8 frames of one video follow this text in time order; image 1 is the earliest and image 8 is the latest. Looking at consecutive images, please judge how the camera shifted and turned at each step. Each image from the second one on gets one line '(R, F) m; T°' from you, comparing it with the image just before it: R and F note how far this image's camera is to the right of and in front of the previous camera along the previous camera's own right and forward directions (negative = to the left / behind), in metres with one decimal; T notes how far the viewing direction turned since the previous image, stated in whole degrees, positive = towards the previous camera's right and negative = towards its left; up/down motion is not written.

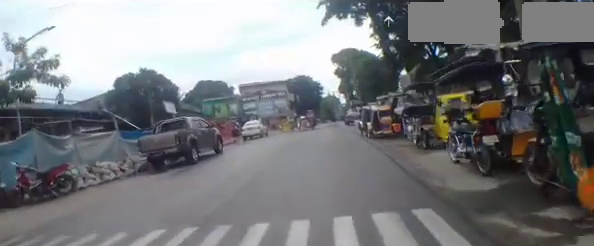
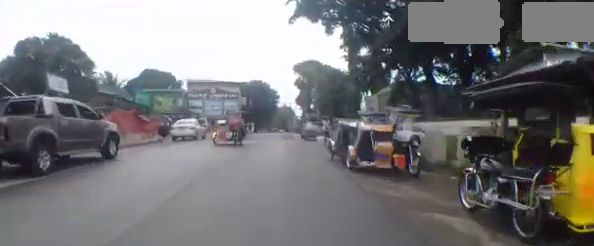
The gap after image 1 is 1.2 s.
(+0.5, +3.8) m; +10°
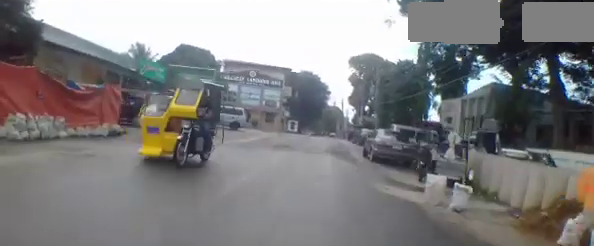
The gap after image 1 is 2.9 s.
(+0.2, +8.0) m; +4°
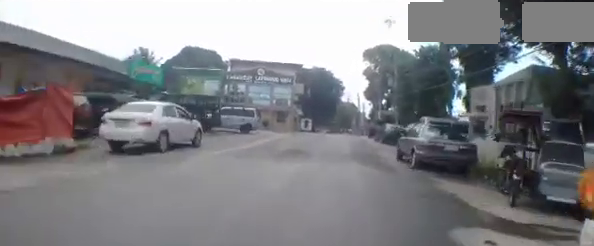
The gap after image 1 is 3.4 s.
(+0.1, +3.0) m; +2°
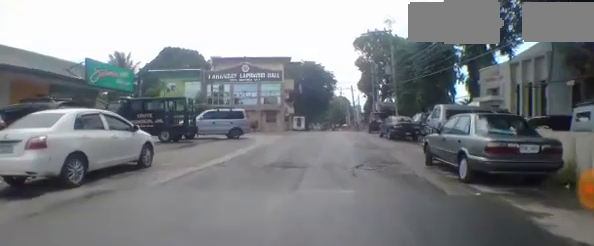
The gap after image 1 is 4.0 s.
(+0.1, +3.2) m; -1°
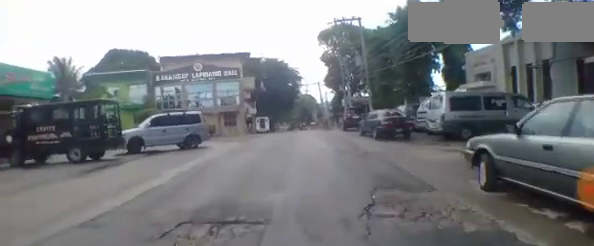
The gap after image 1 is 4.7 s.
(+0.1, +3.5) m; -3°
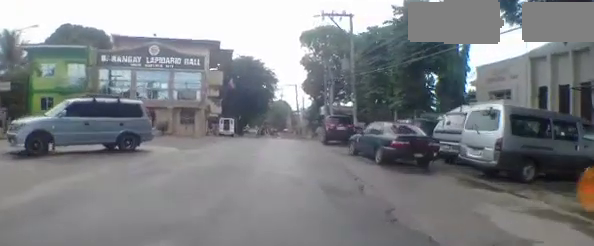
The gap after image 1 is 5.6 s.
(-0.4, +5.3) m; +4°
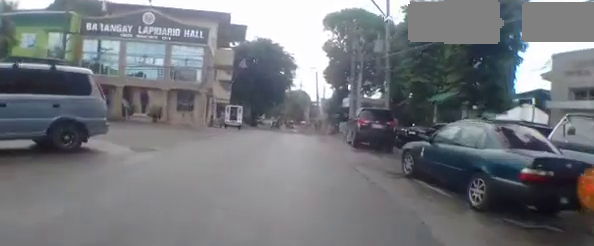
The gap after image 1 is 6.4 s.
(+0.6, +4.9) m; +4°
